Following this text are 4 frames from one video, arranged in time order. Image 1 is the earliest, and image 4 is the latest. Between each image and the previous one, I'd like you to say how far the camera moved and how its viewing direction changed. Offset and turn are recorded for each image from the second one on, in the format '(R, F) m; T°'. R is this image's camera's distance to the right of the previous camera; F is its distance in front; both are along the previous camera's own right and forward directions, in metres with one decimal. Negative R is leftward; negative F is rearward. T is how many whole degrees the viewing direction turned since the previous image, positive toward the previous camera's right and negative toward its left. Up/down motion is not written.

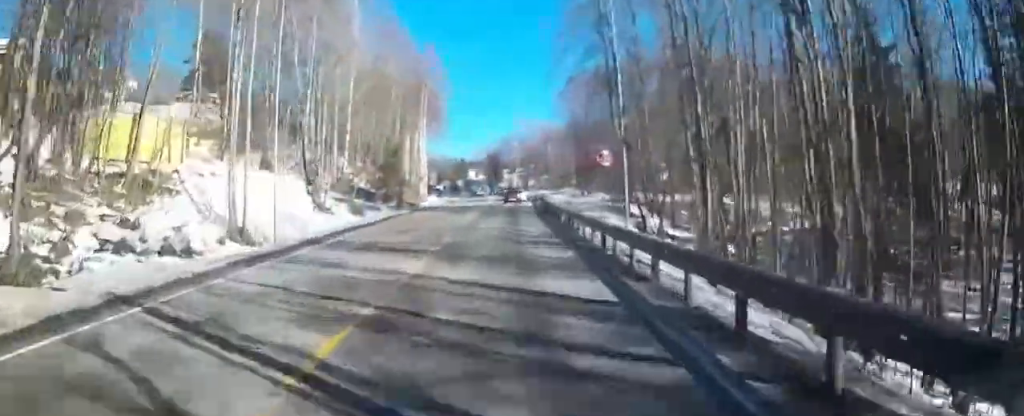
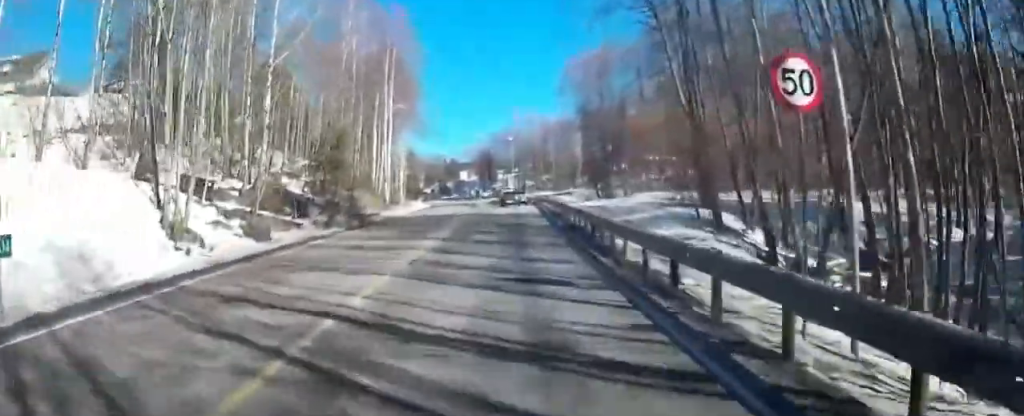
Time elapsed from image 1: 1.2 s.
(-0.2, +16.8) m; +1°
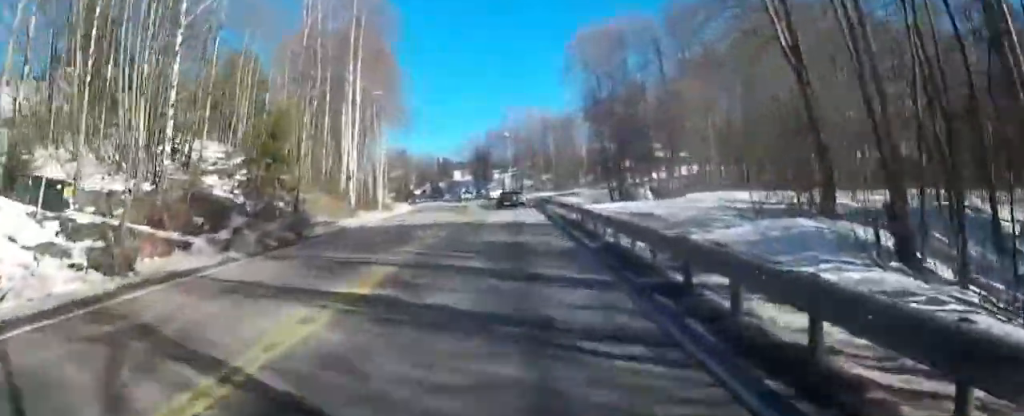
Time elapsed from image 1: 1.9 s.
(+0.3, +10.5) m; +1°
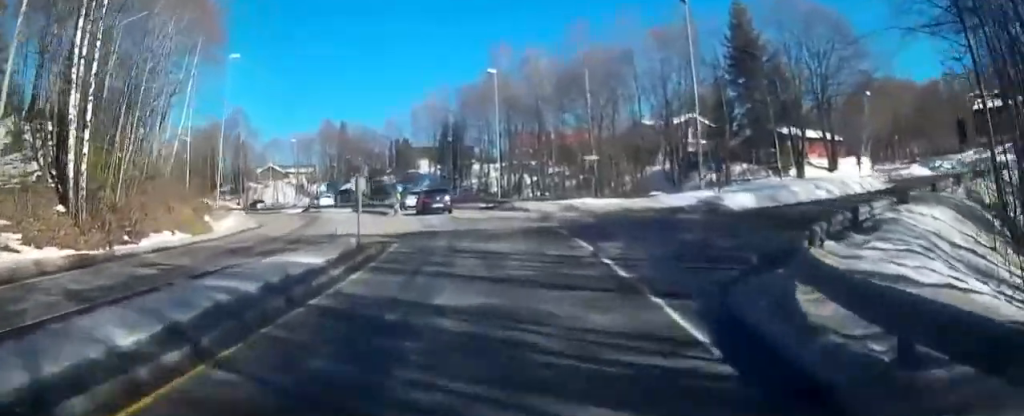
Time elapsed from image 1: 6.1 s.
(+0.9, +54.4) m; +1°
